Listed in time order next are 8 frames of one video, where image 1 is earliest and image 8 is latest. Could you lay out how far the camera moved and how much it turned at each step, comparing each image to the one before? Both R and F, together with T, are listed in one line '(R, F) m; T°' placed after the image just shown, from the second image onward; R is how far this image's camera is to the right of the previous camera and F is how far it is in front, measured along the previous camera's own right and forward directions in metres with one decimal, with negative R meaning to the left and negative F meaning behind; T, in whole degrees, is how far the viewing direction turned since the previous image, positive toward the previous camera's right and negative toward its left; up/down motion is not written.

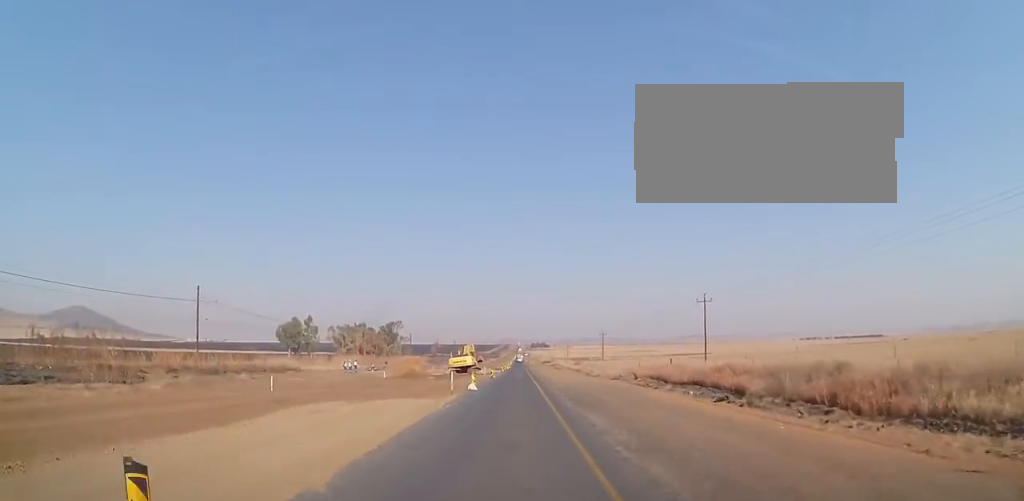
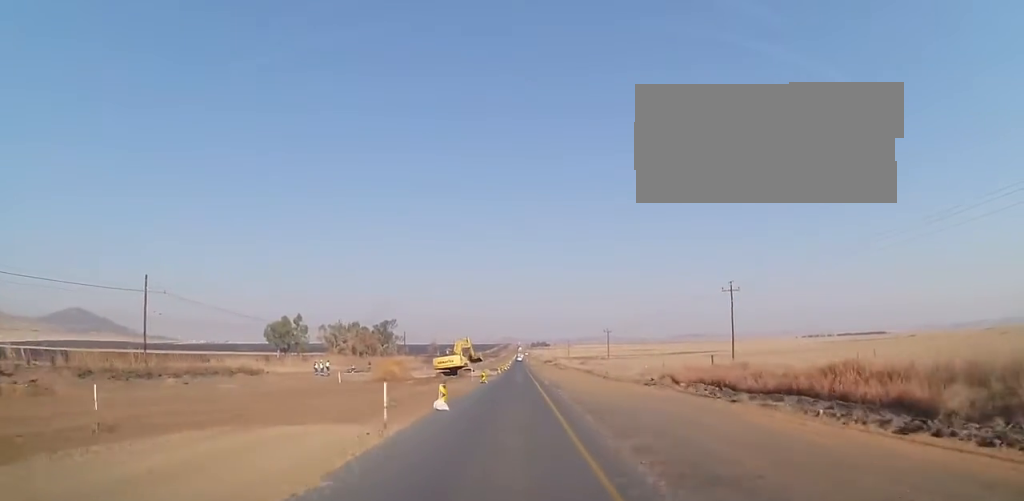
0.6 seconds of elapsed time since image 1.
(0.0, +10.6) m; 0°
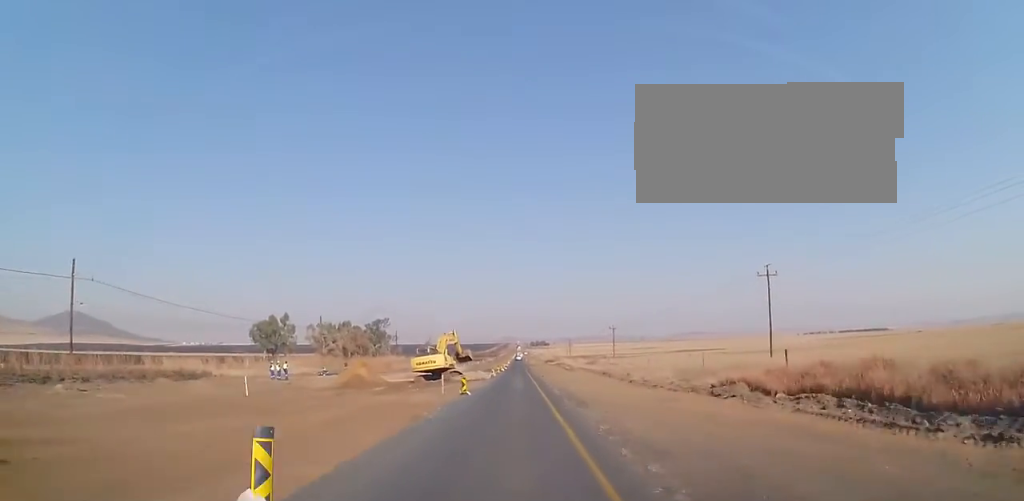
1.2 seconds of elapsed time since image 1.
(-0.1, +11.2) m; +1°
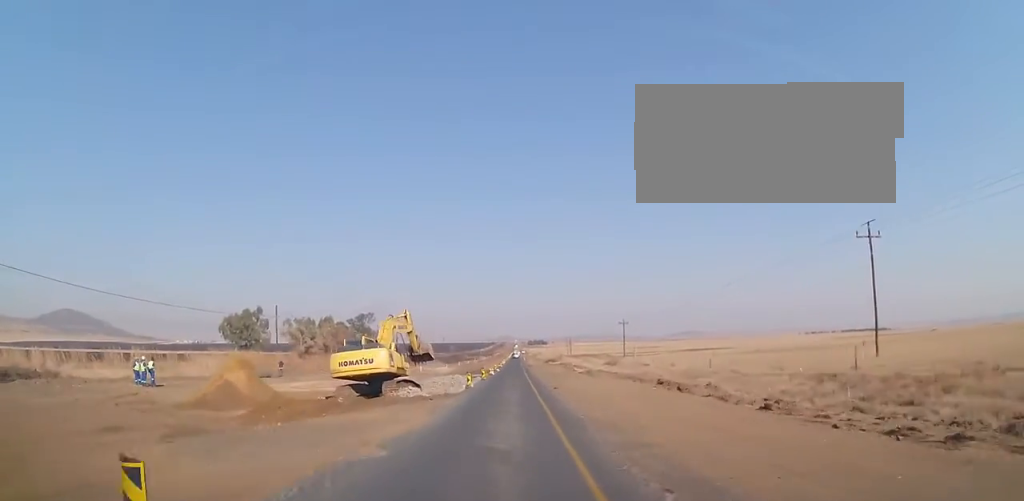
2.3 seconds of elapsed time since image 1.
(+0.5, +19.5) m; +1°
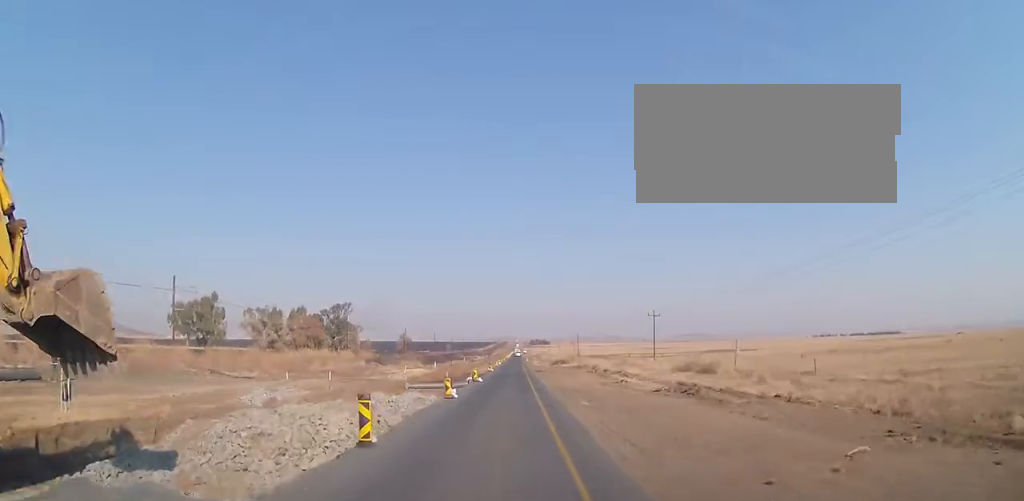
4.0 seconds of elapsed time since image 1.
(-0.8, +29.6) m; -2°
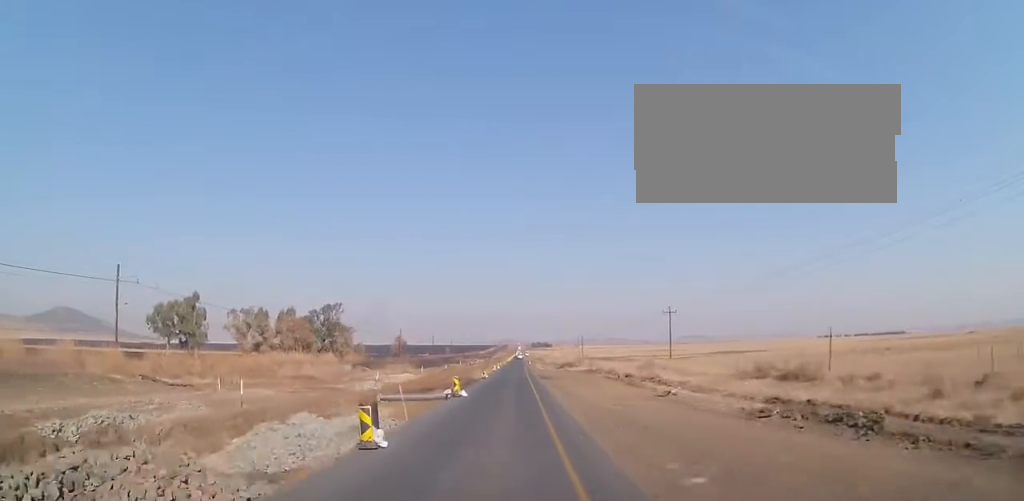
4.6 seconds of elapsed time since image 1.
(0.0, +10.6) m; 0°
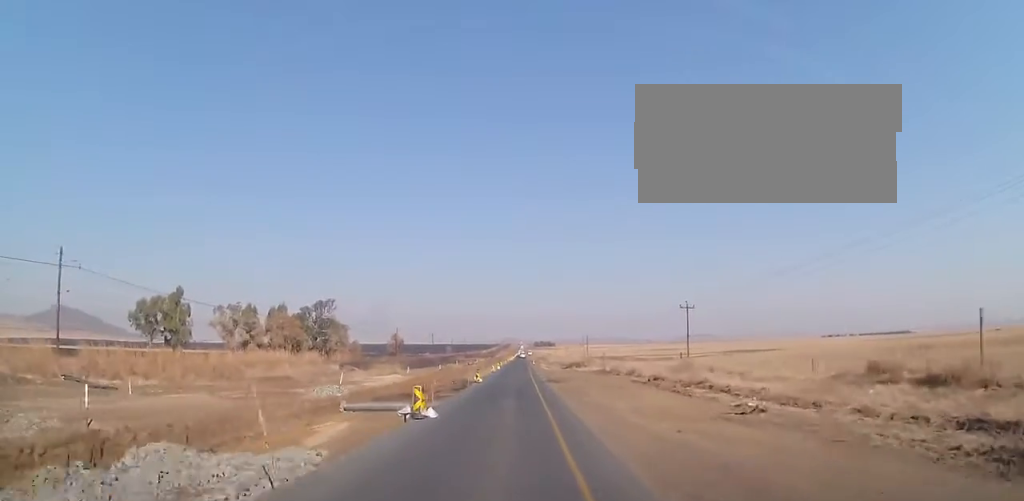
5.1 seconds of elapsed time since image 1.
(0.0, +8.8) m; 0°
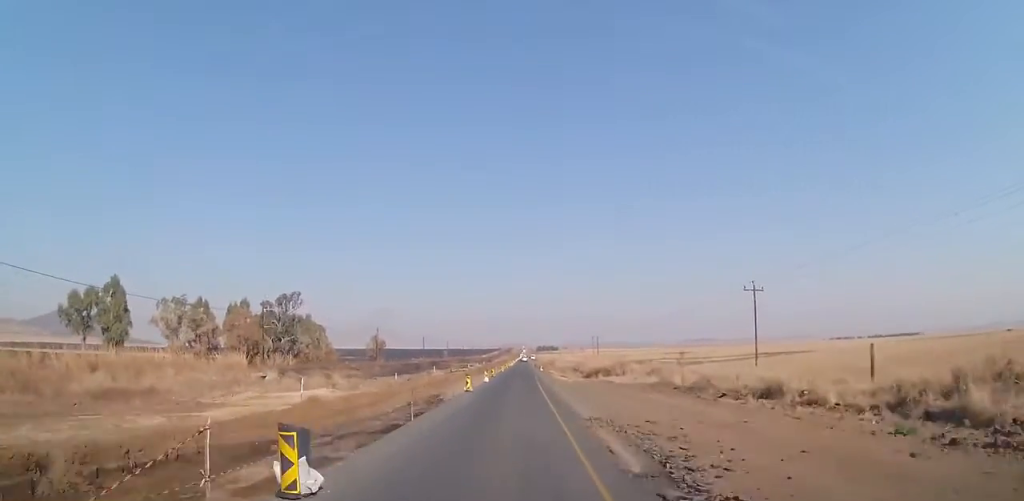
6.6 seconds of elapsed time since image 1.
(0.0, +25.8) m; 0°
